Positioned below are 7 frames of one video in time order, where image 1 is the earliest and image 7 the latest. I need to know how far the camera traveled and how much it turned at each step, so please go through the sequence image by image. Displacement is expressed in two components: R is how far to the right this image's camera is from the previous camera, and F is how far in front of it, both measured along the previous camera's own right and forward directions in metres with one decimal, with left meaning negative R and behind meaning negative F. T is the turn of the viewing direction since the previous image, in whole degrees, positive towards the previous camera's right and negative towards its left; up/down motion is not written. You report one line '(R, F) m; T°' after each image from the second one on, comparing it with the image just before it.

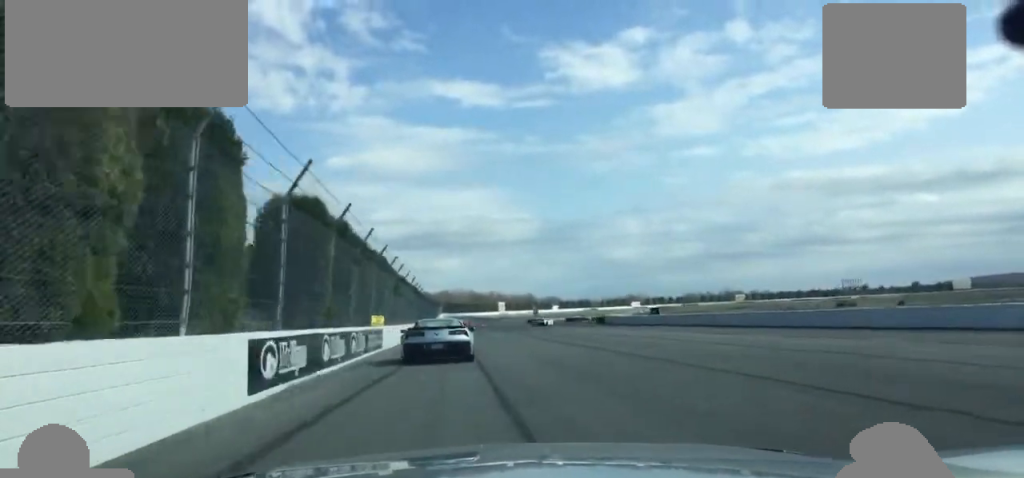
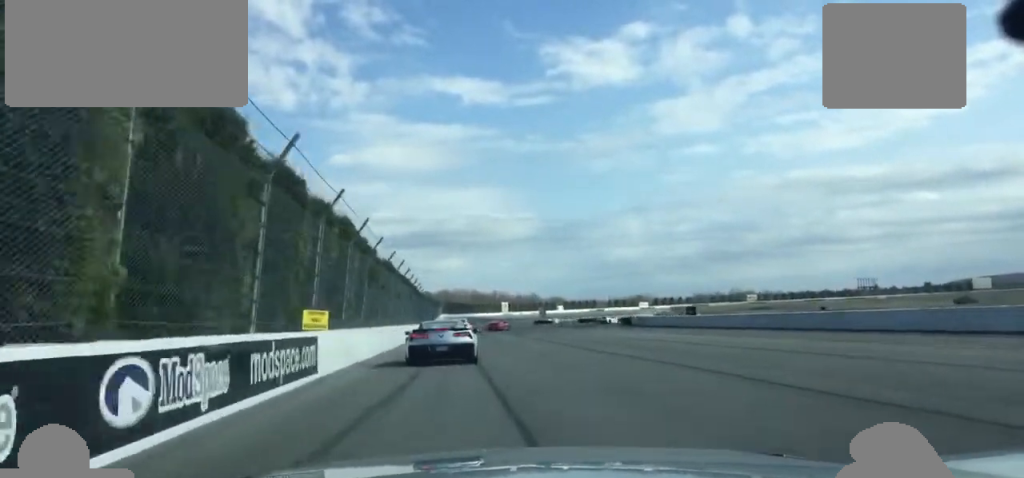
(+0.1, +18.1) m; 0°
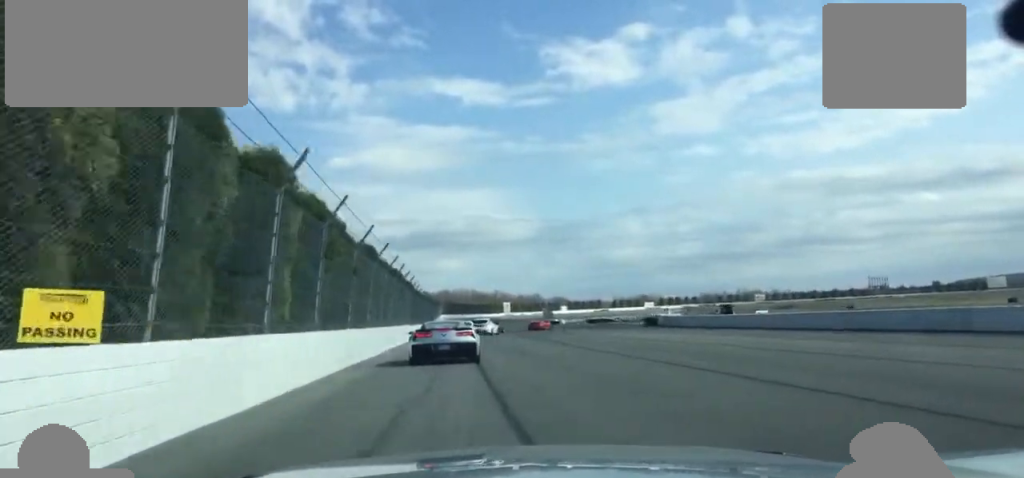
(0.0, +13.2) m; 0°
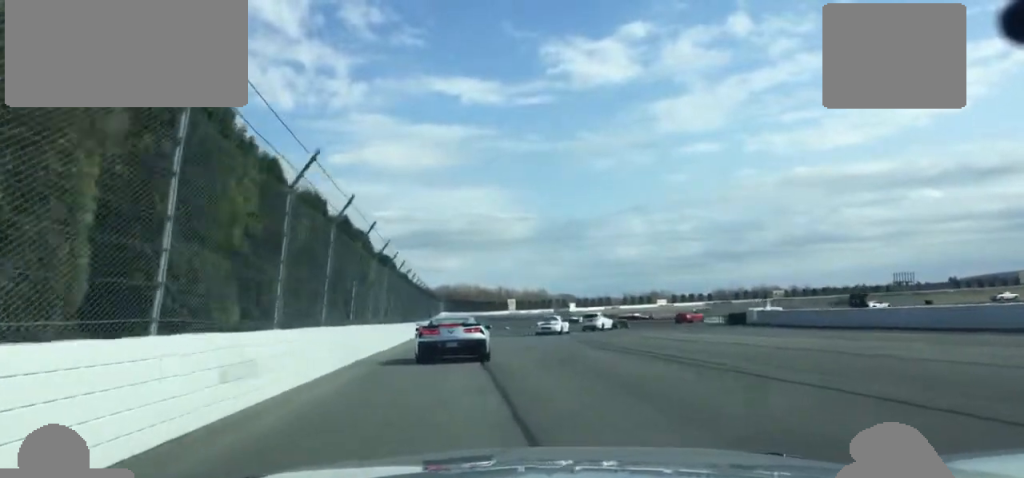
(0.0, +29.3) m; +1°
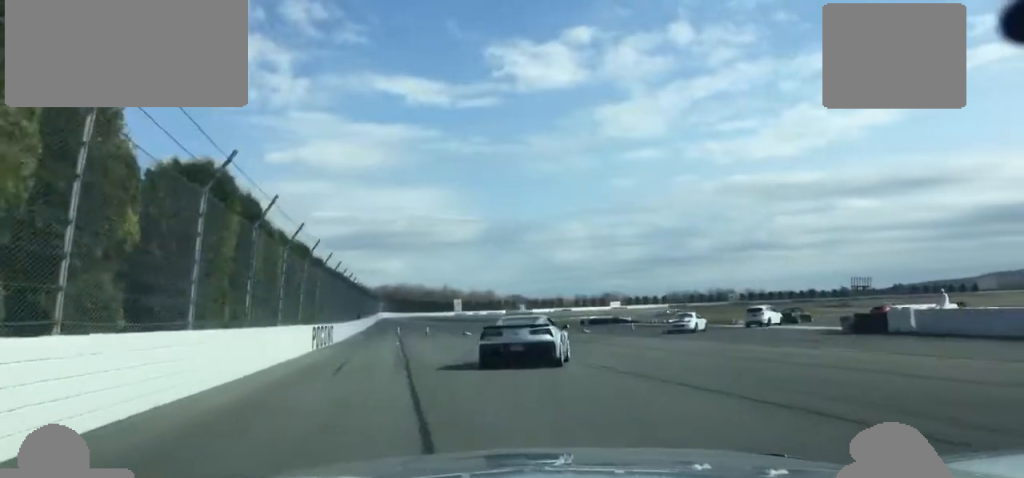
(+0.8, +29.8) m; +7°
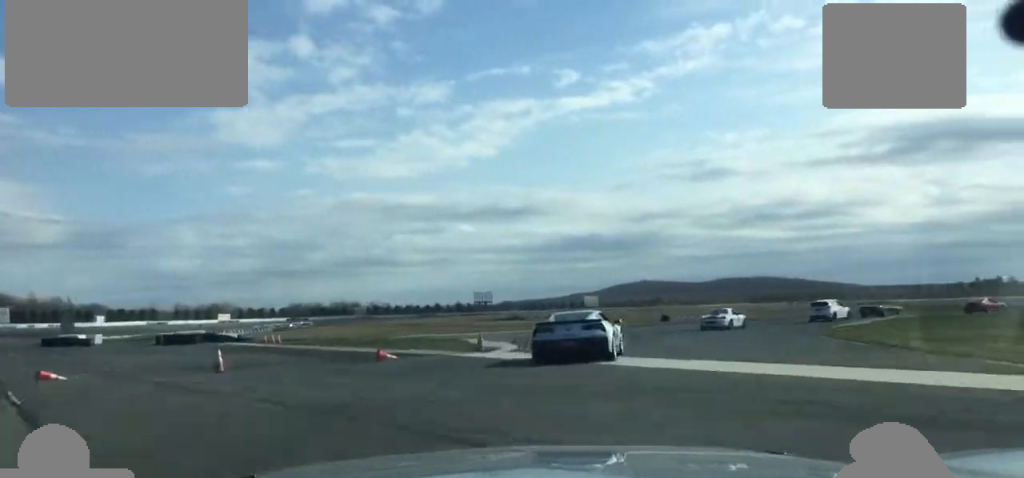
(+9.2, +44.8) m; +26°
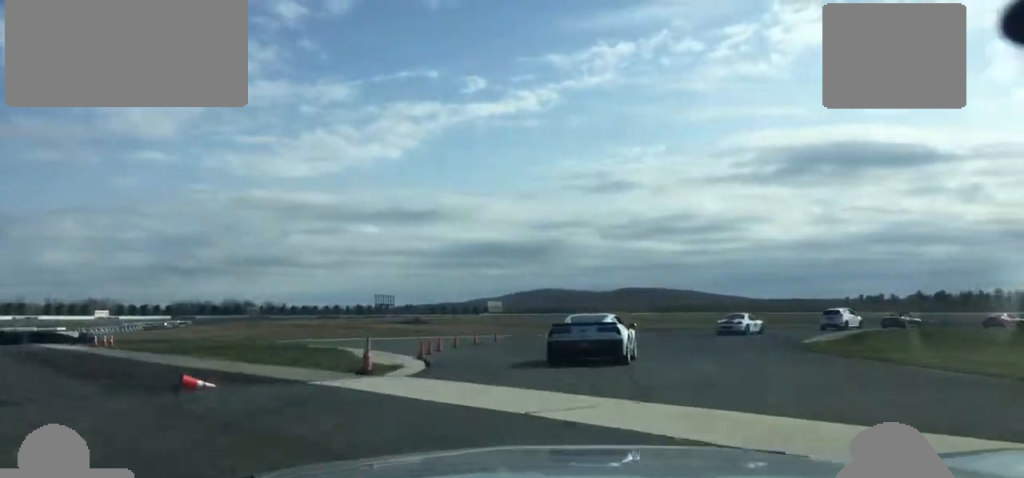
(+0.4, +10.6) m; +7°
